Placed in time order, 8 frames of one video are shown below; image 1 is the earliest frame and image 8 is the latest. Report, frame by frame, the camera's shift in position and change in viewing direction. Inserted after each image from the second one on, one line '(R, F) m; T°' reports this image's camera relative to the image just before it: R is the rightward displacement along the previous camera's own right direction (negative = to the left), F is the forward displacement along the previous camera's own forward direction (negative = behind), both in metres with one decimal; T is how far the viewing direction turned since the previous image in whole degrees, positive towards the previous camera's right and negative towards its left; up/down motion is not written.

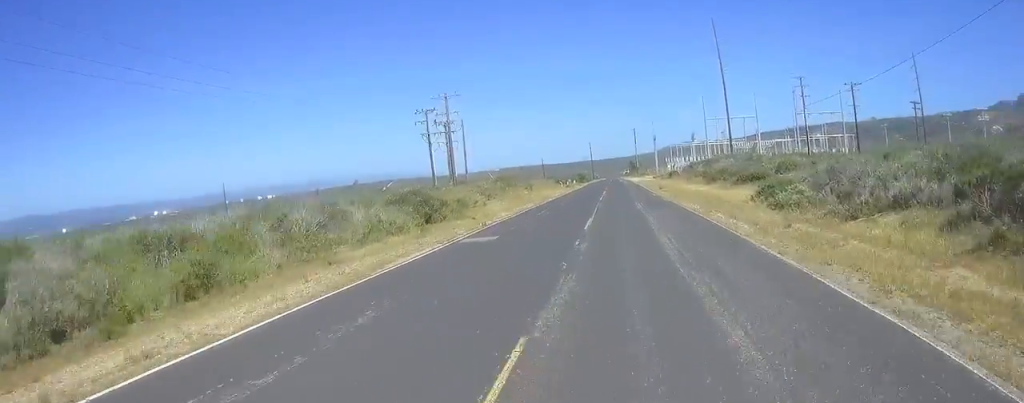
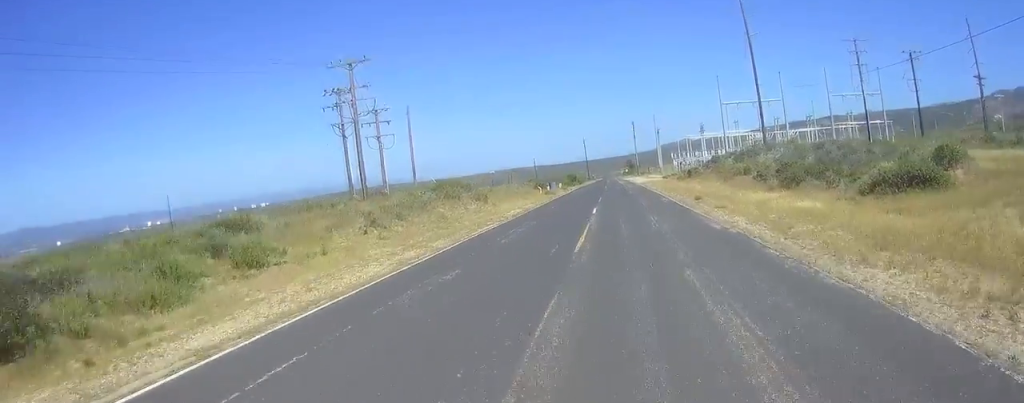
(0.0, +26.3) m; 0°
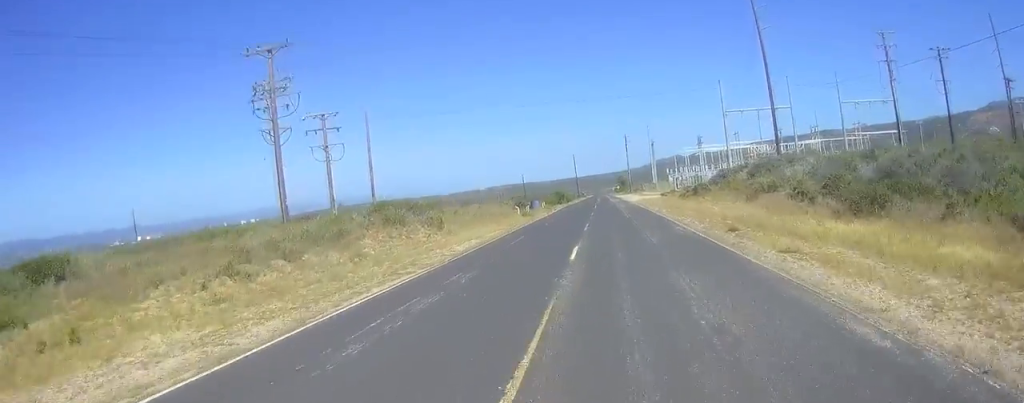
(-0.1, +10.9) m; -1°
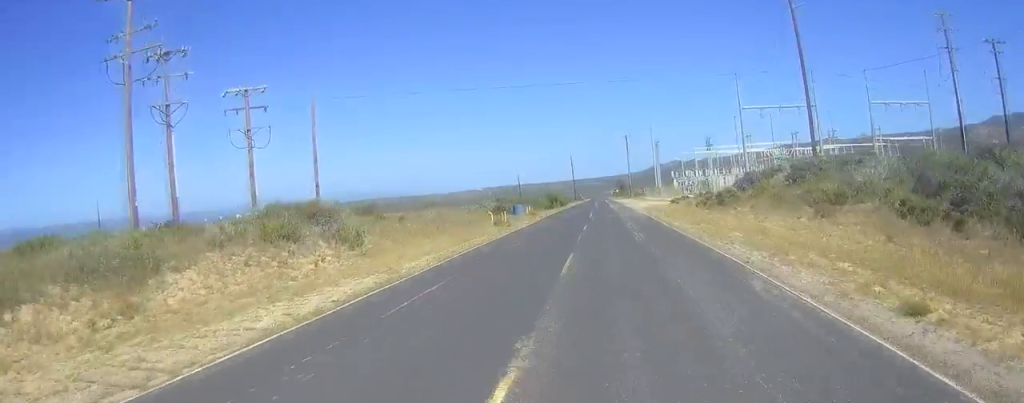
(-0.1, +13.0) m; -1°
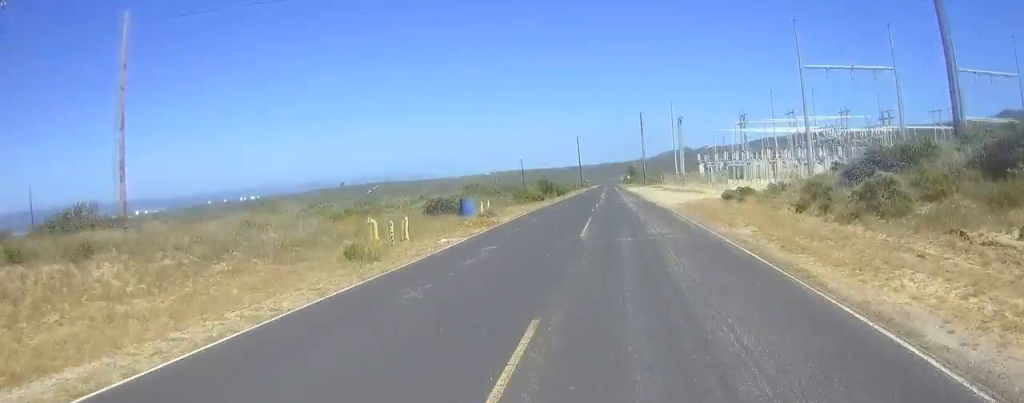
(-0.4, +24.8) m; 0°
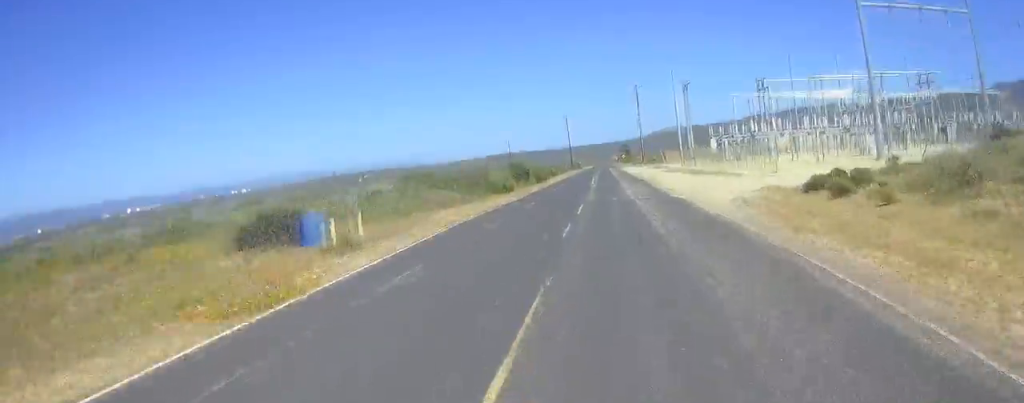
(+0.2, +19.1) m; +1°
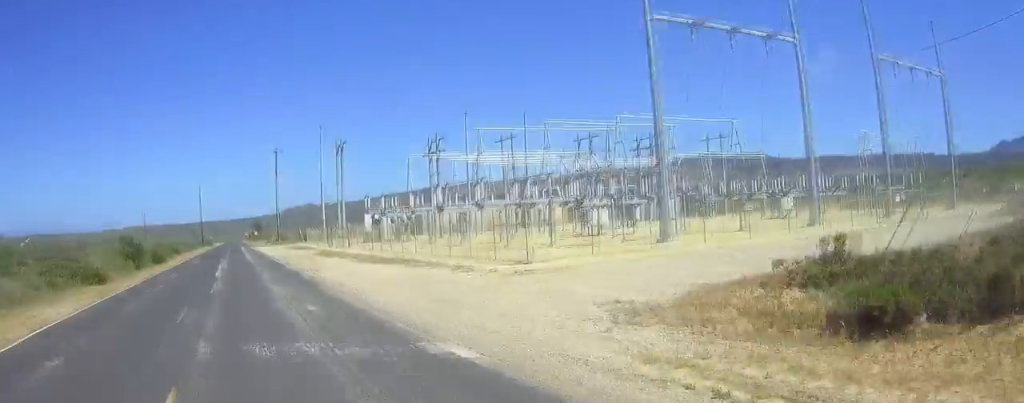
(0.0, +16.5) m; -1°
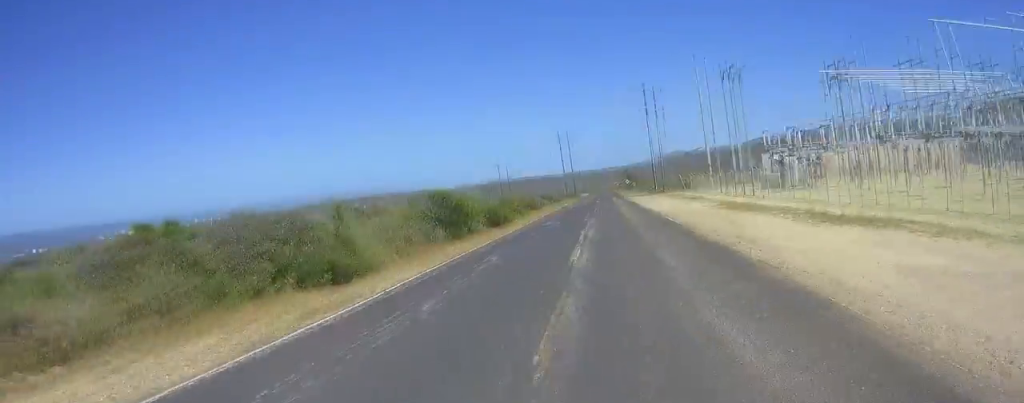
(-0.3, +13.5) m; -1°
